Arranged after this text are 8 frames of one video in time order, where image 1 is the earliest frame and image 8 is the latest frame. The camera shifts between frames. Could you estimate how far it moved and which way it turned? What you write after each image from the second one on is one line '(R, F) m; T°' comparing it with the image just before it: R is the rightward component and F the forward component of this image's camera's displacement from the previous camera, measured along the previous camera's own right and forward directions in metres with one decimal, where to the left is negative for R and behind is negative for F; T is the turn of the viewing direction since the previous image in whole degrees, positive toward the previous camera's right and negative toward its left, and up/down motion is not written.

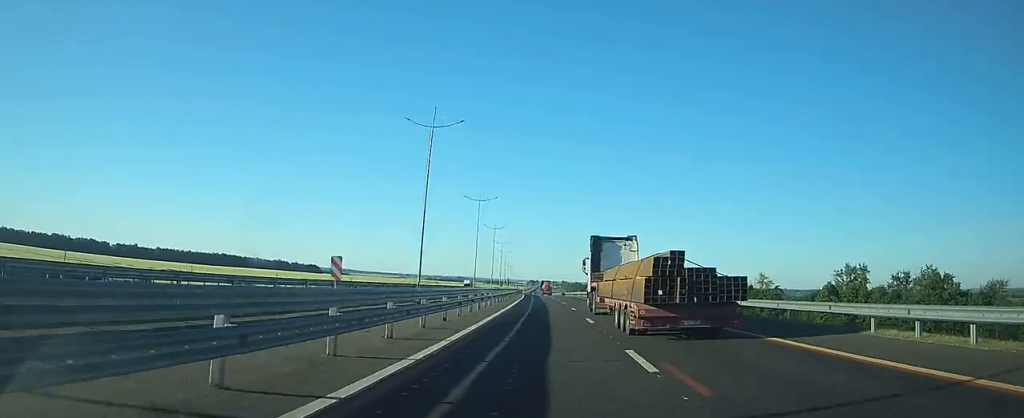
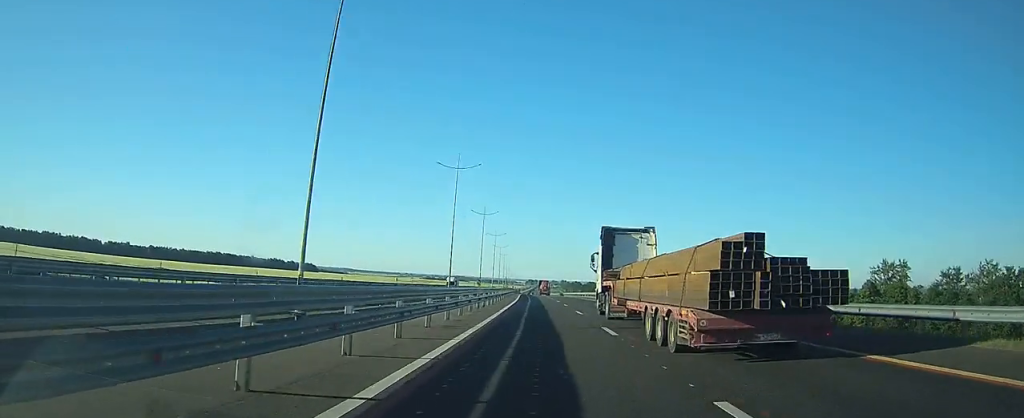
(0.0, +17.4) m; 0°
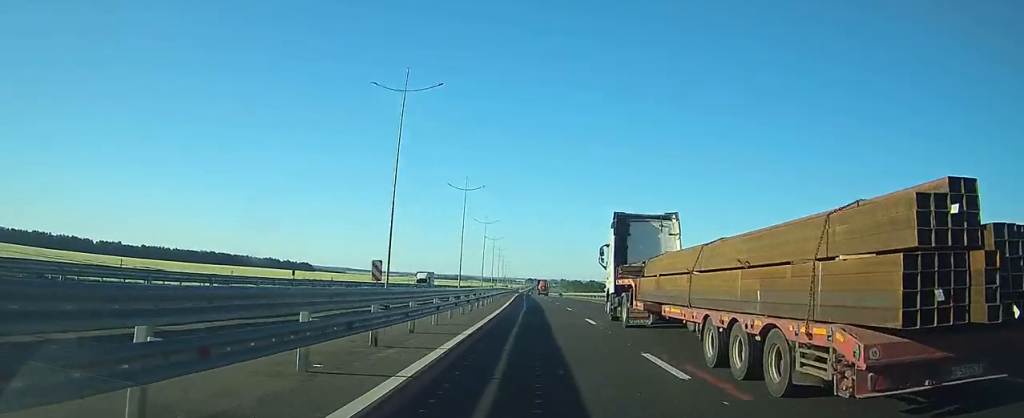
(0.0, +19.4) m; 0°
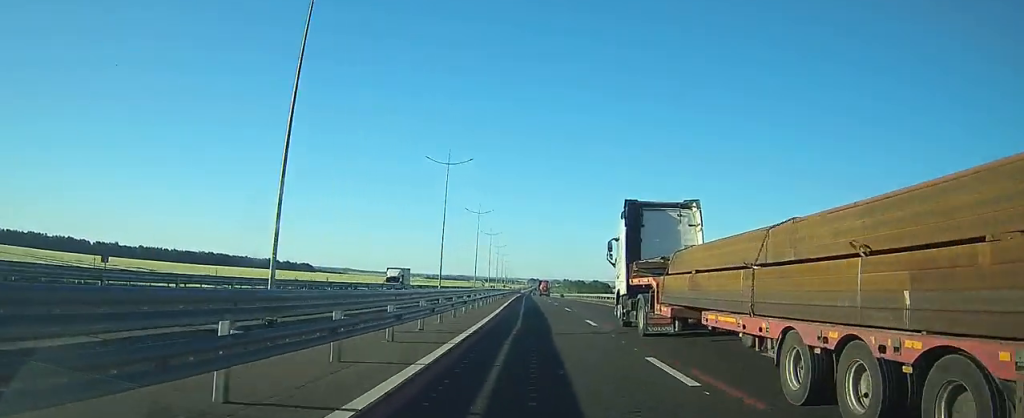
(0.0, +12.5) m; 0°
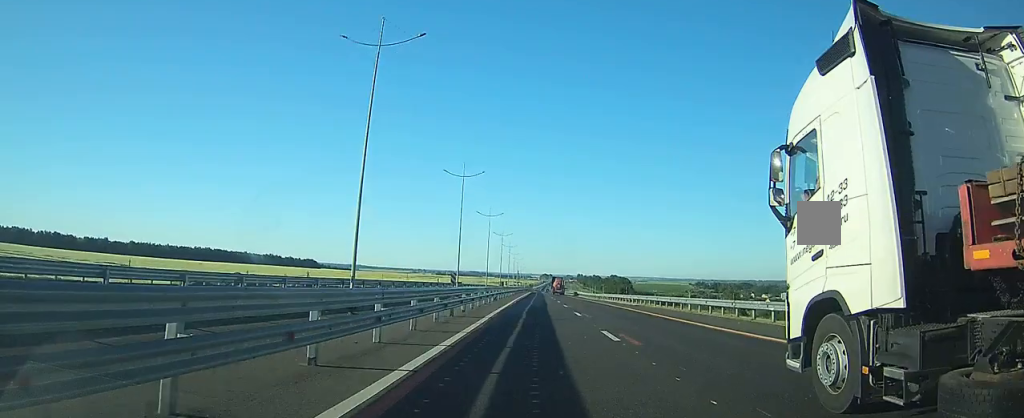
(-0.6, +52.9) m; -1°
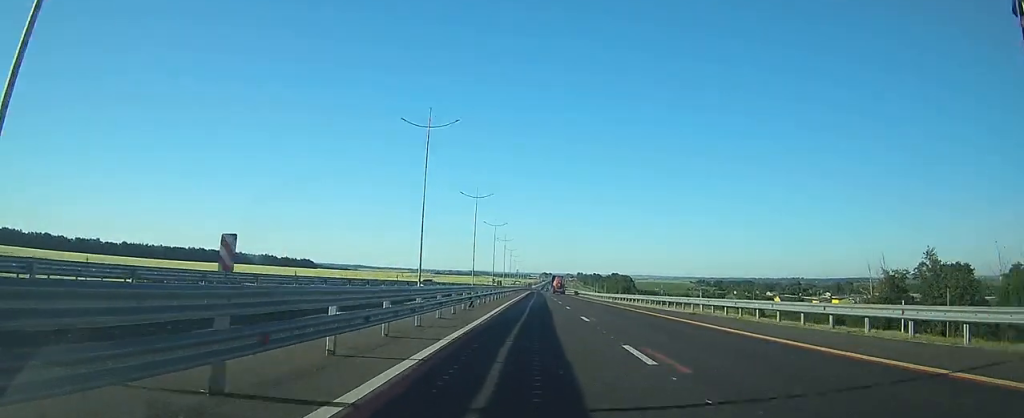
(0.0, +16.3) m; 0°
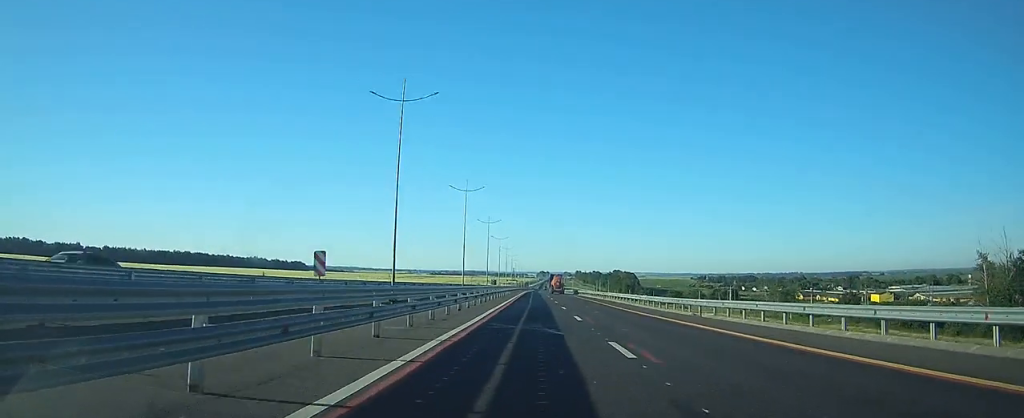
(-0.1, +34.6) m; 0°
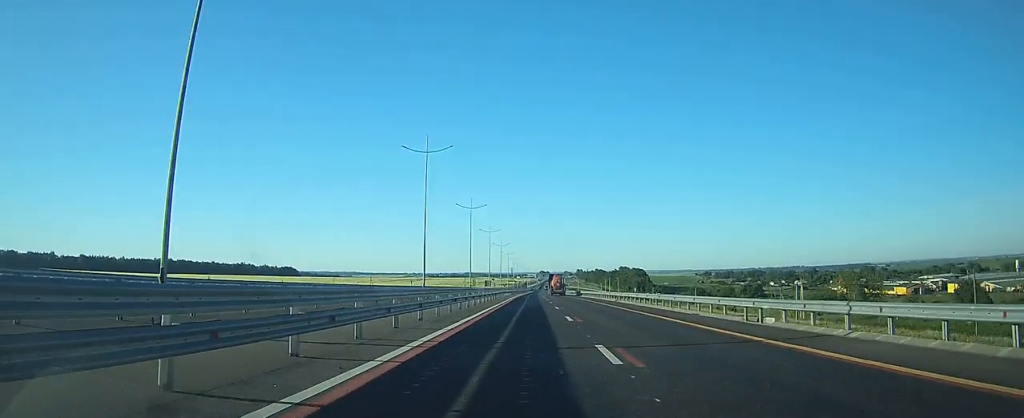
(+0.4, +48.4) m; 0°
